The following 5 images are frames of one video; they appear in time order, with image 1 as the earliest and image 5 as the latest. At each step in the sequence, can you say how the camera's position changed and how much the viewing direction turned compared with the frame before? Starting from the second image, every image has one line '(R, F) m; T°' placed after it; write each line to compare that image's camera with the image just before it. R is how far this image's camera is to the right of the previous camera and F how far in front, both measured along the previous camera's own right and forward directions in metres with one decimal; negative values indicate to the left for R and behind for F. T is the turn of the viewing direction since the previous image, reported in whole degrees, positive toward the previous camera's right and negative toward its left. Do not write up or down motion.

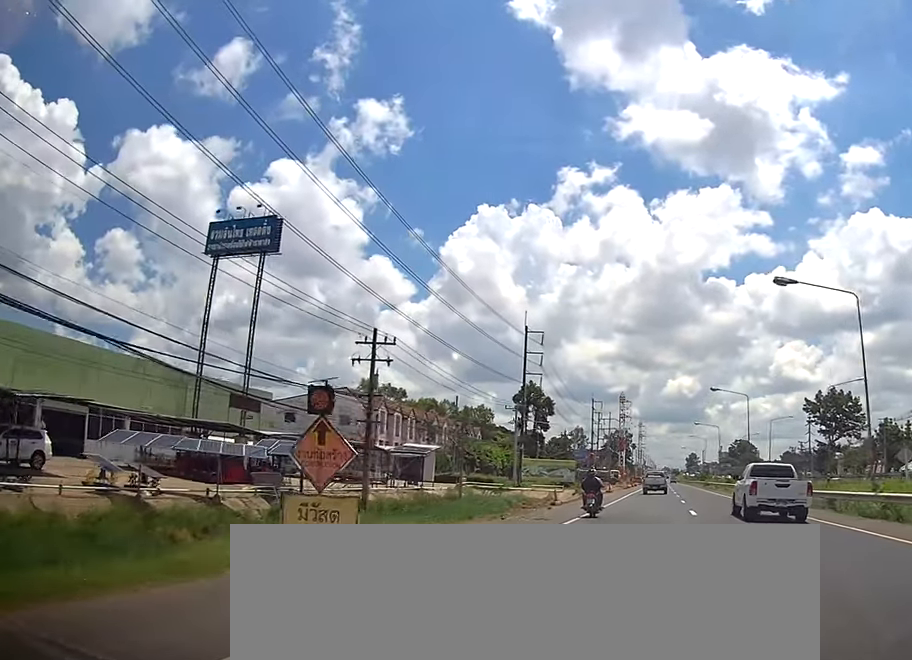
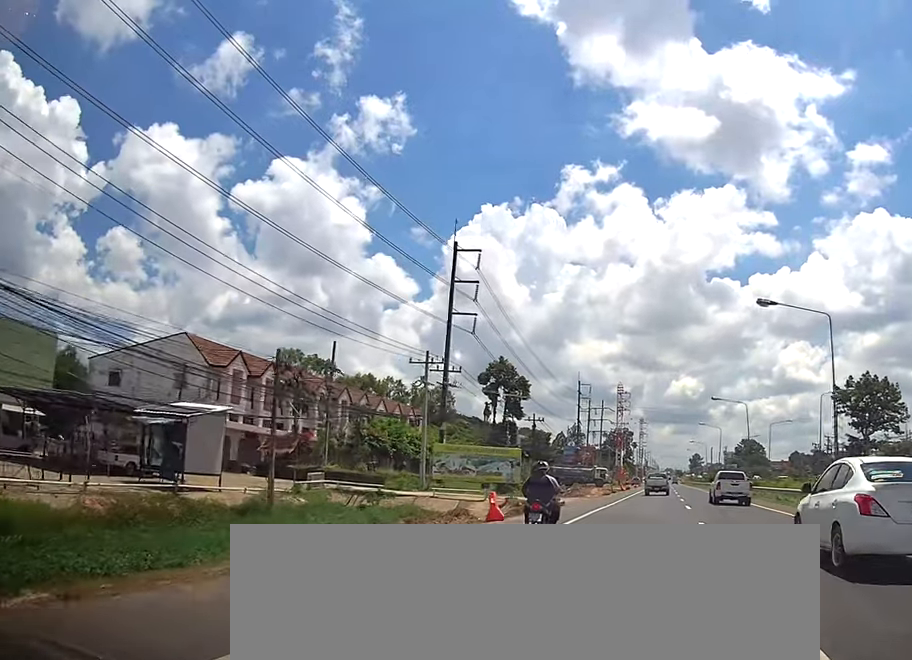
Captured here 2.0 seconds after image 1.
(-0.2, +31.8) m; -1°
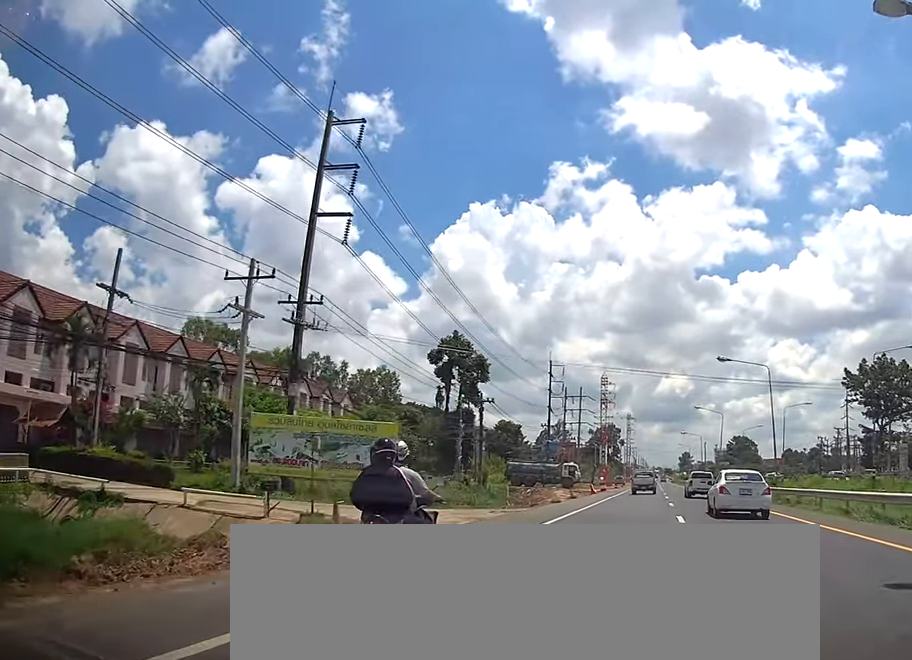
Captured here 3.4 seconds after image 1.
(+0.1, +21.5) m; 0°
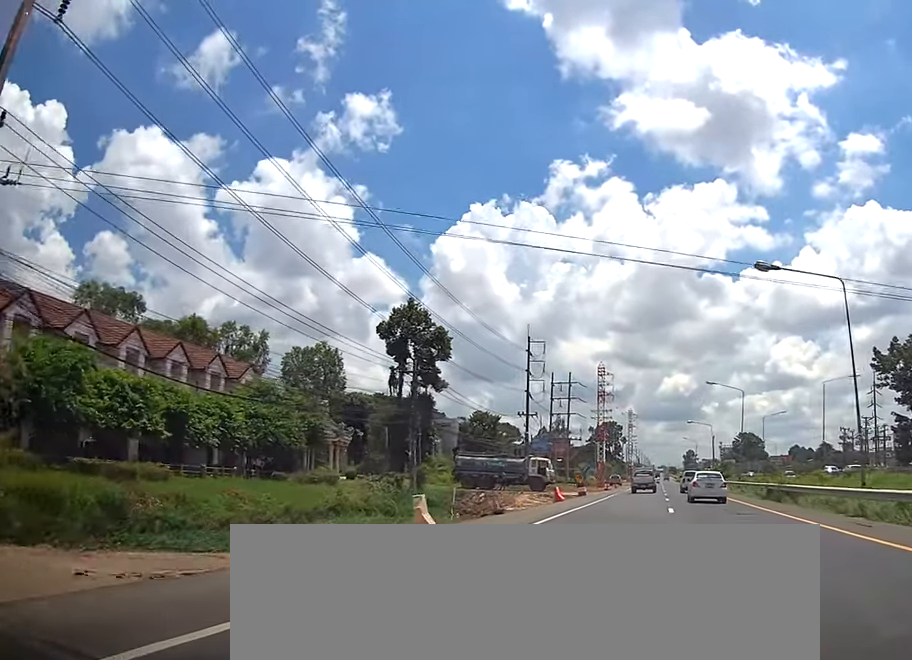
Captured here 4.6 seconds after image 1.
(+0.3, +20.1) m; +2°
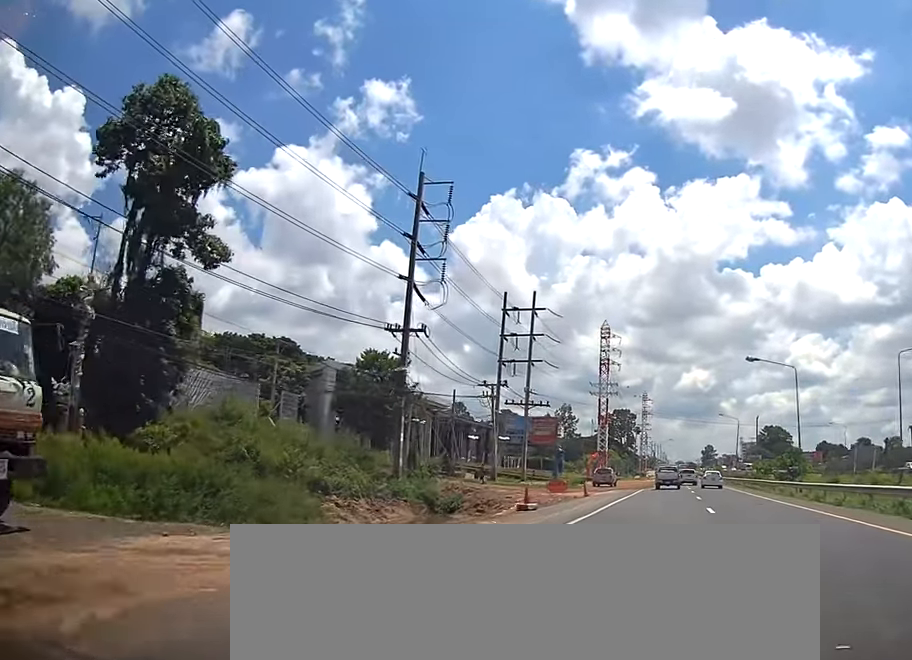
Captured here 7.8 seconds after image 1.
(-1.3, +51.9) m; 0°
